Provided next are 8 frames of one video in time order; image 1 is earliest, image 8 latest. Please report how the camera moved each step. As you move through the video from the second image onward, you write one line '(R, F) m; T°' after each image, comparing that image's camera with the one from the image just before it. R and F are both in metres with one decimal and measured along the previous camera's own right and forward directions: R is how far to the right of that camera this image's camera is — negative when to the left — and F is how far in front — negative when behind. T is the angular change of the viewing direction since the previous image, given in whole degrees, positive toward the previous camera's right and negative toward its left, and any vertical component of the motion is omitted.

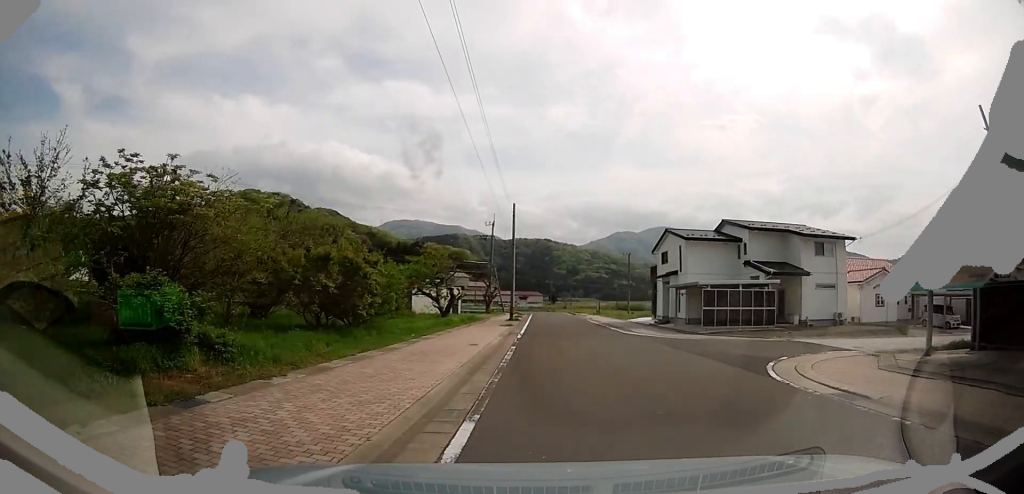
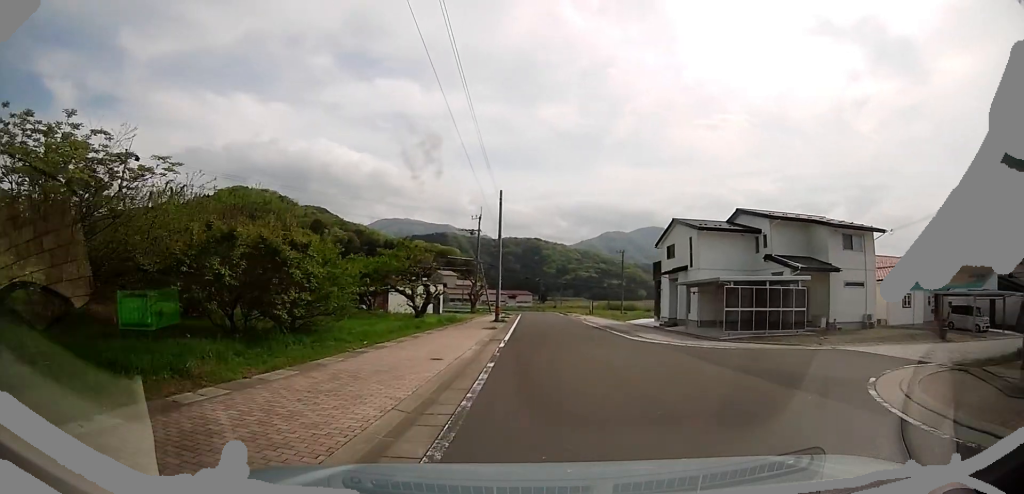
(0.0, +3.7) m; 0°
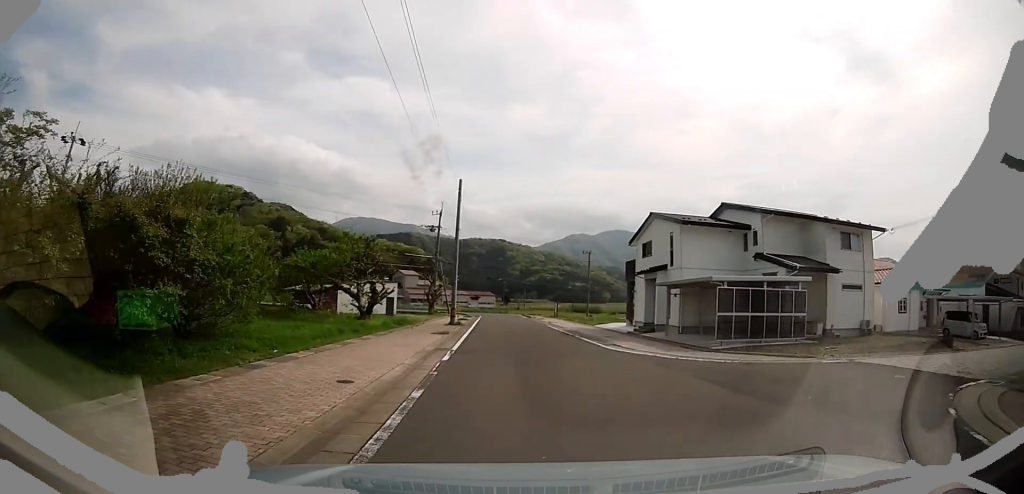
(0.0, +3.4) m; +5°
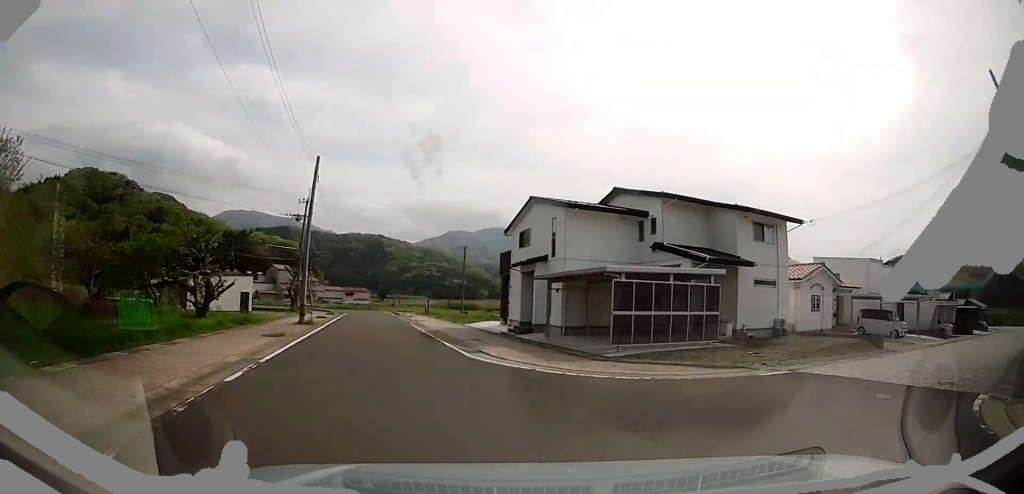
(0.0, +3.7) m; +17°
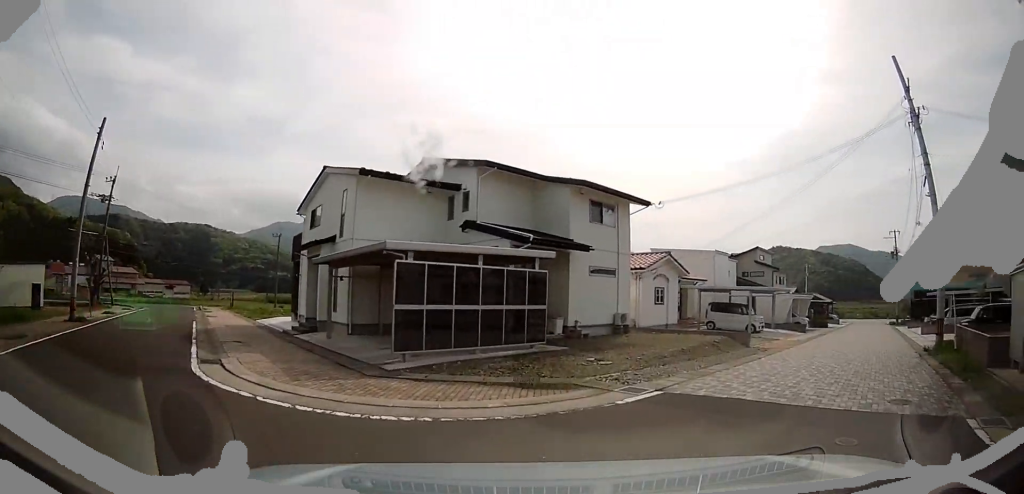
(+1.2, +3.8) m; +20°
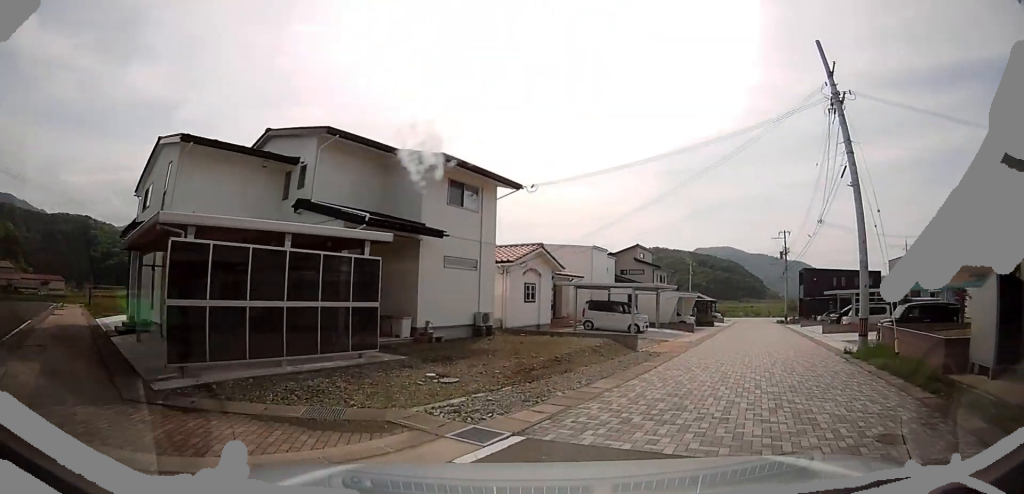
(+0.1, +2.6) m; +7°
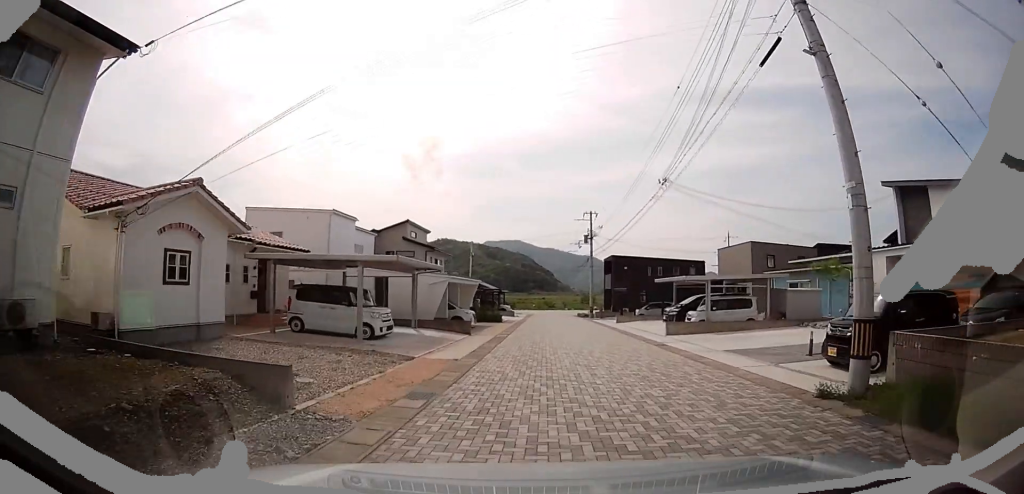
(+2.6, +8.7) m; +33°
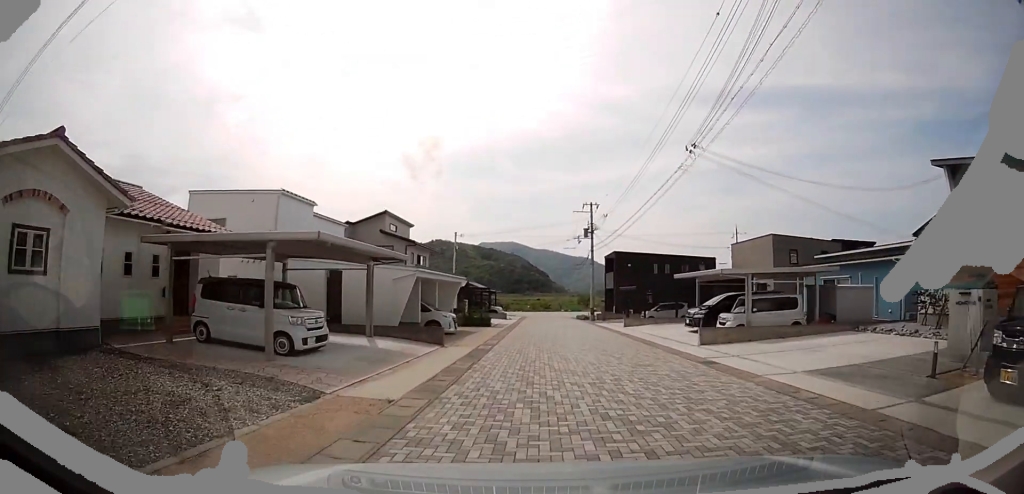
(+0.7, +4.7) m; +8°
